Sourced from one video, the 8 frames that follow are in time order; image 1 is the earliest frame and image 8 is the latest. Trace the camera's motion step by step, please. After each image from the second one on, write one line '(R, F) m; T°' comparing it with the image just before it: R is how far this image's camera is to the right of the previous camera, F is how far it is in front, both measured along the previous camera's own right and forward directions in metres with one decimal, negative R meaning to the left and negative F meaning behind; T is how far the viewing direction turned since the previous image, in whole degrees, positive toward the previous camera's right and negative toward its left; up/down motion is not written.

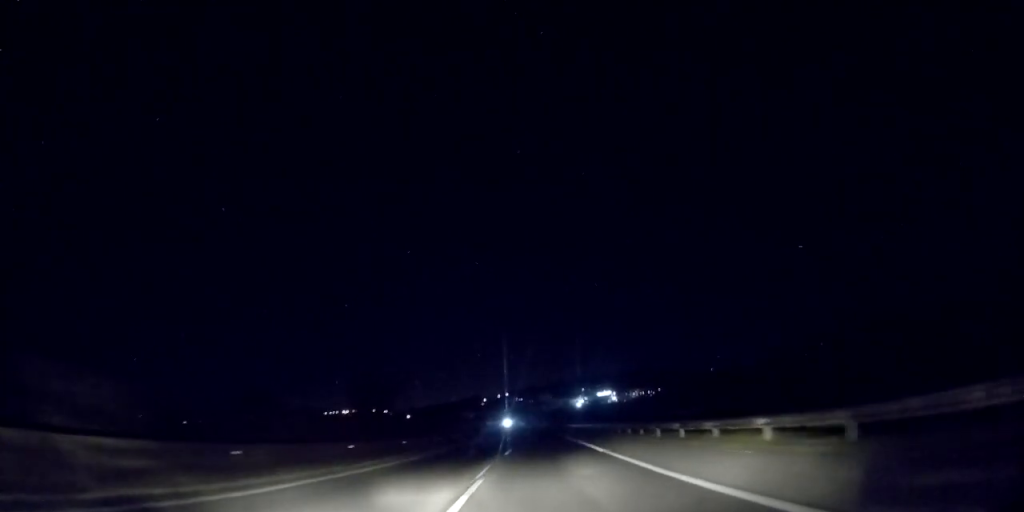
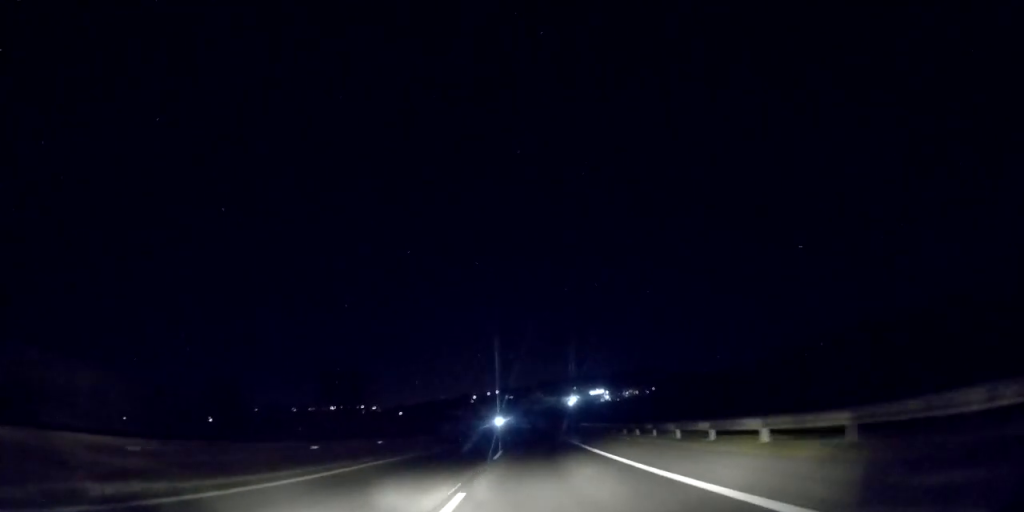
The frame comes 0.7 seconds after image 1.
(+0.2, +20.1) m; +1°
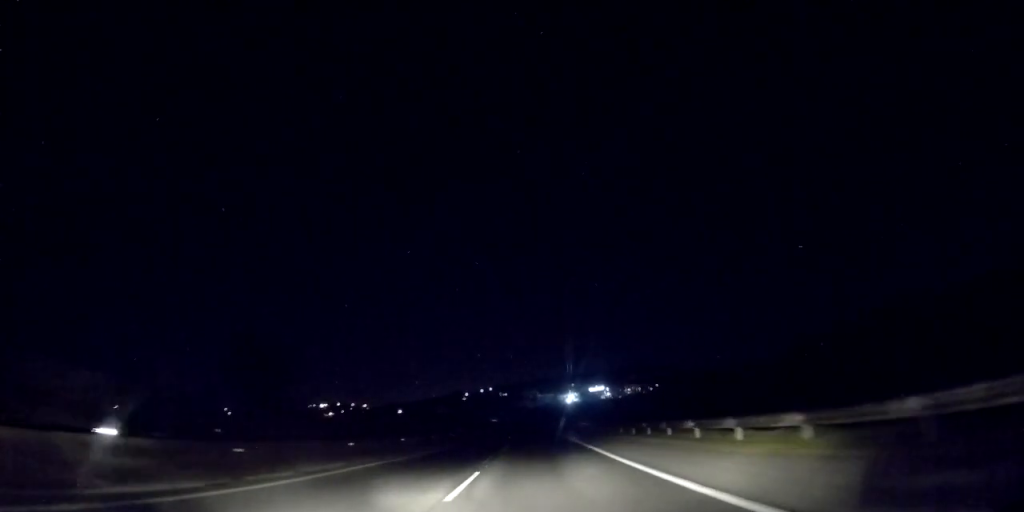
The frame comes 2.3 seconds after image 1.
(+0.2, +46.0) m; 0°
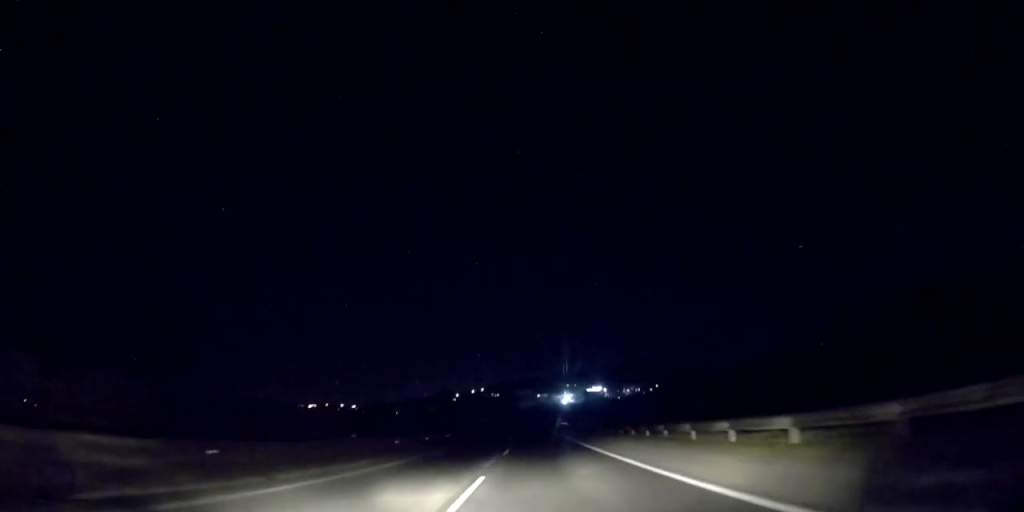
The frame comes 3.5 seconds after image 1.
(0.0, +34.8) m; 0°
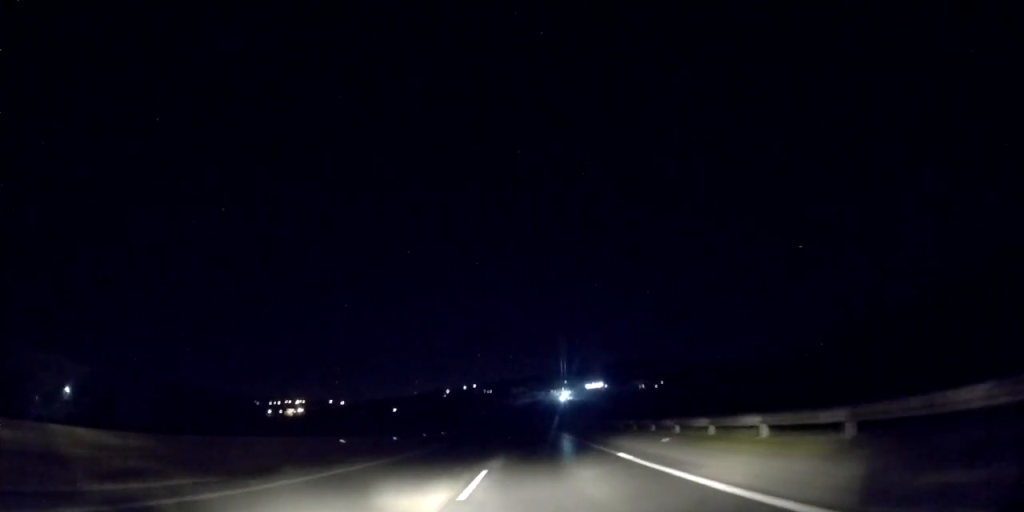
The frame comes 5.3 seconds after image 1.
(+0.4, +48.6) m; 0°
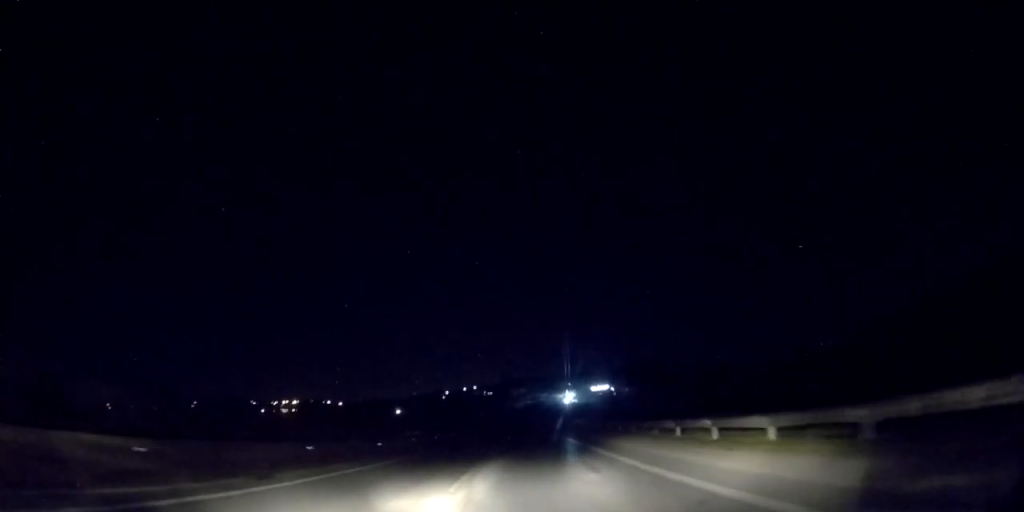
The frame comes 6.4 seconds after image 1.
(-0.4, +27.4) m; -1°
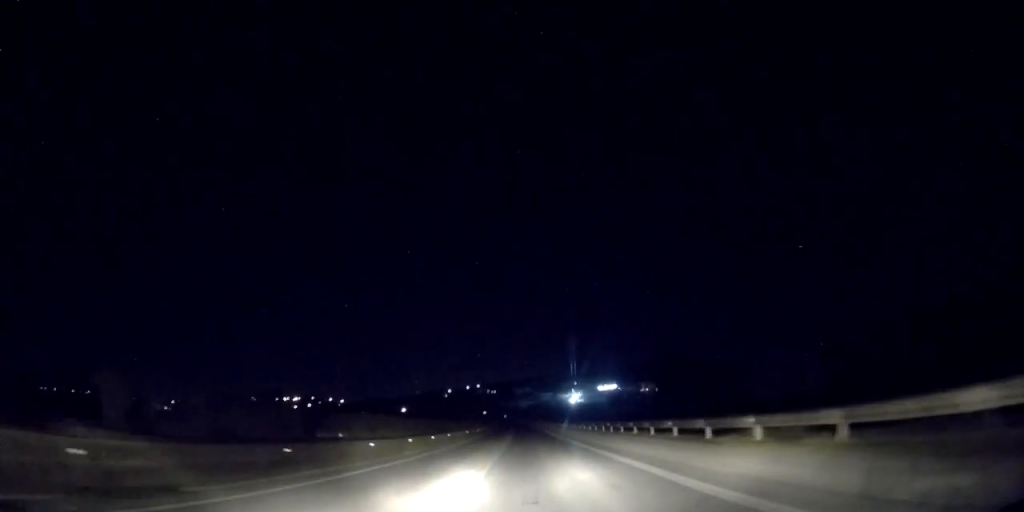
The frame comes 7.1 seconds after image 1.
(-0.1, +18.9) m; 0°
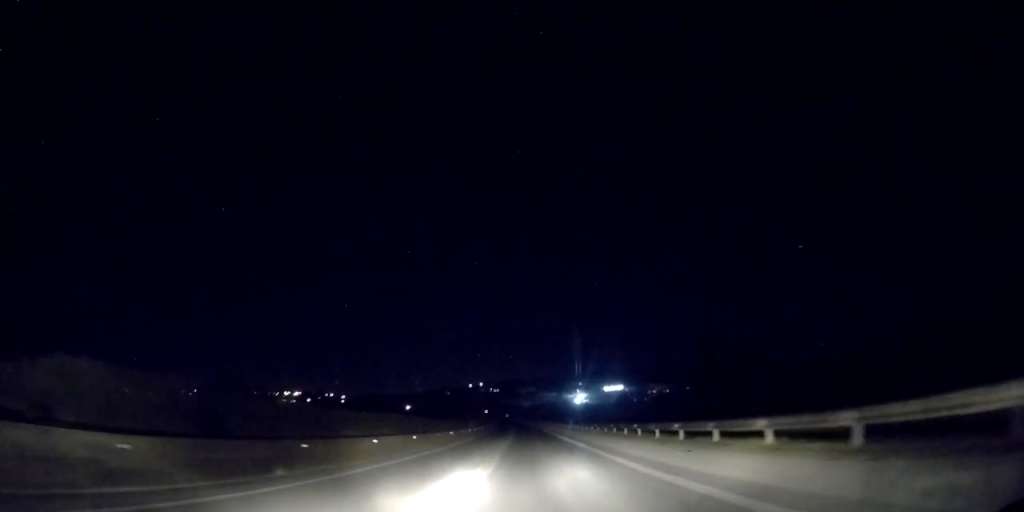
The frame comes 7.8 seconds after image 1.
(0.0, +17.0) m; +1°
